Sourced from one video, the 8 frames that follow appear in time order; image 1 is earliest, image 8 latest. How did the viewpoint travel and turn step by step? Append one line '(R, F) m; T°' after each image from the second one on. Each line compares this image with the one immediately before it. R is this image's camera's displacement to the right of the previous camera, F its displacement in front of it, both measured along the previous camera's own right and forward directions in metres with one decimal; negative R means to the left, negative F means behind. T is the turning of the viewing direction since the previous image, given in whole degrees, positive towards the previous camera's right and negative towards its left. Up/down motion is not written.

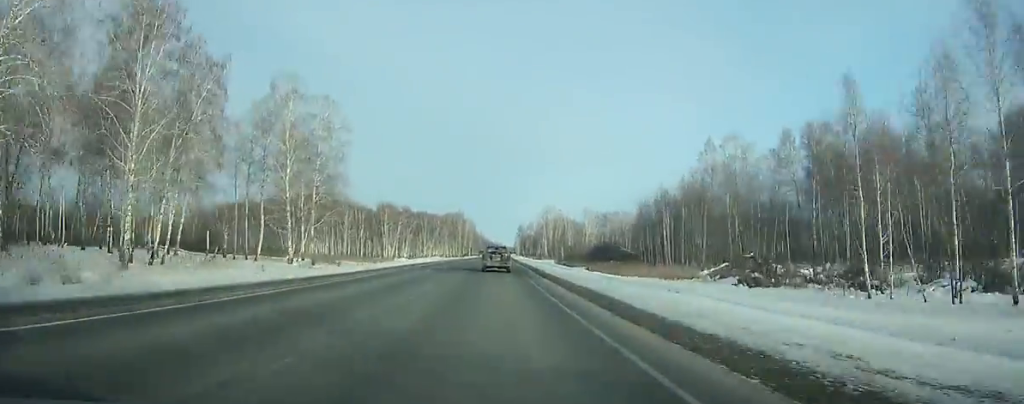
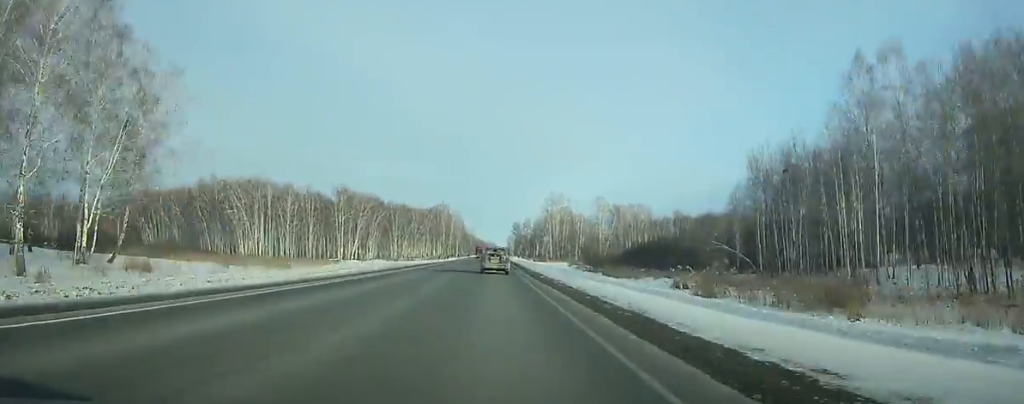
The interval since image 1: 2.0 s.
(+0.3, +52.2) m; 0°
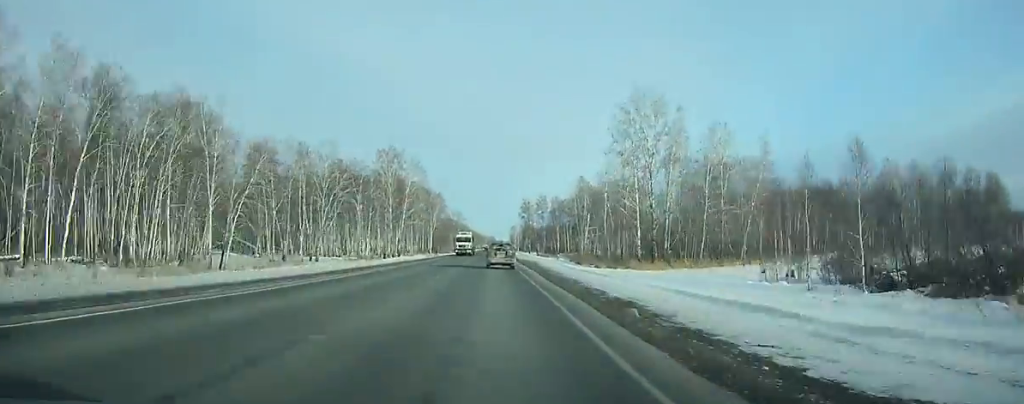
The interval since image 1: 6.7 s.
(+0.5, +121.2) m; 0°
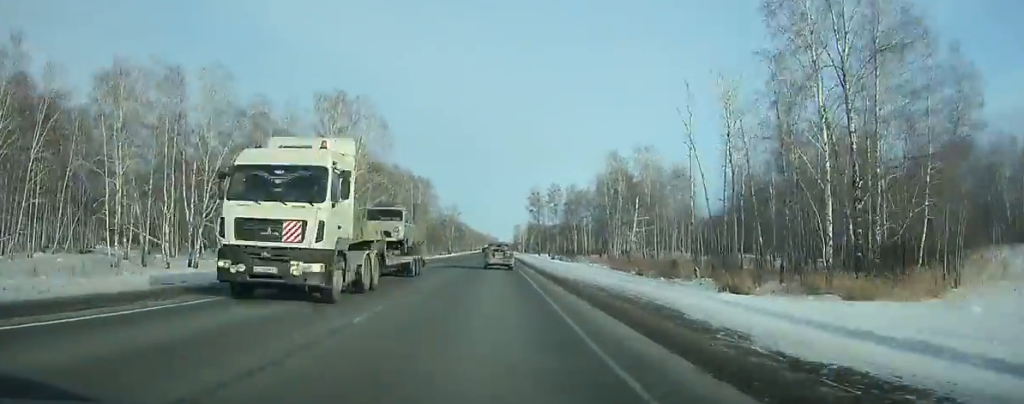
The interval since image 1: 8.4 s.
(0.0, +43.0) m; 0°
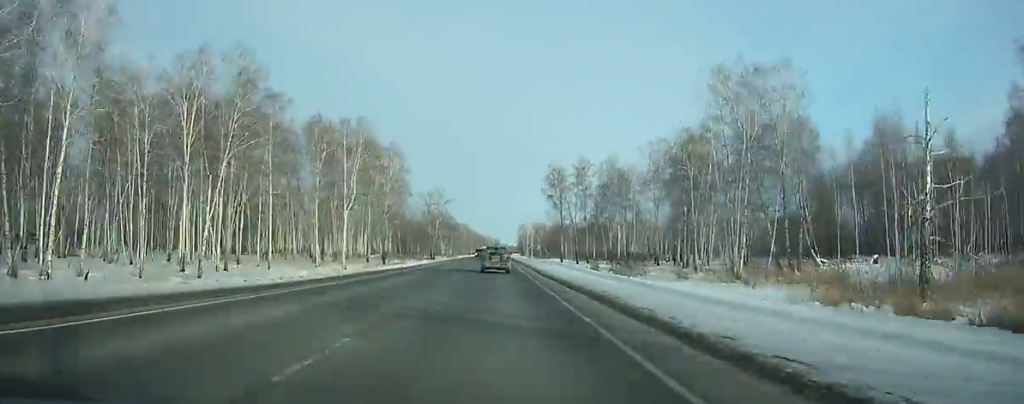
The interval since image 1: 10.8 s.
(-0.2, +59.4) m; +1°
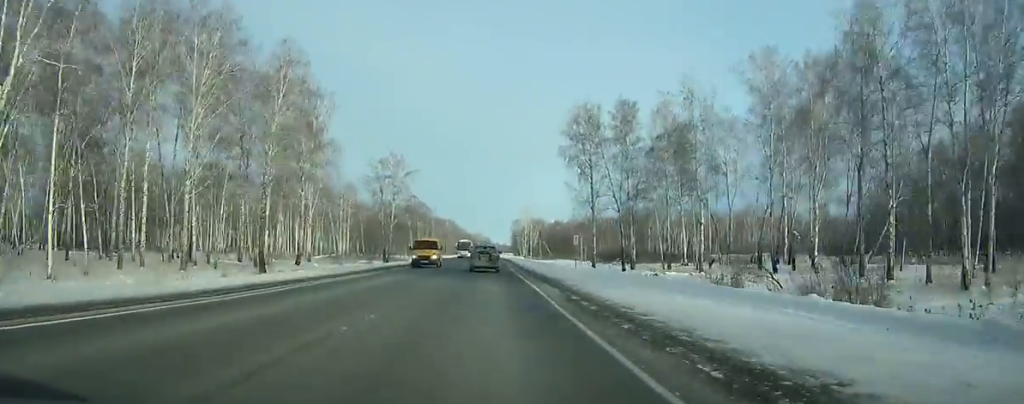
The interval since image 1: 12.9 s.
(+0.9, +51.7) m; 0°
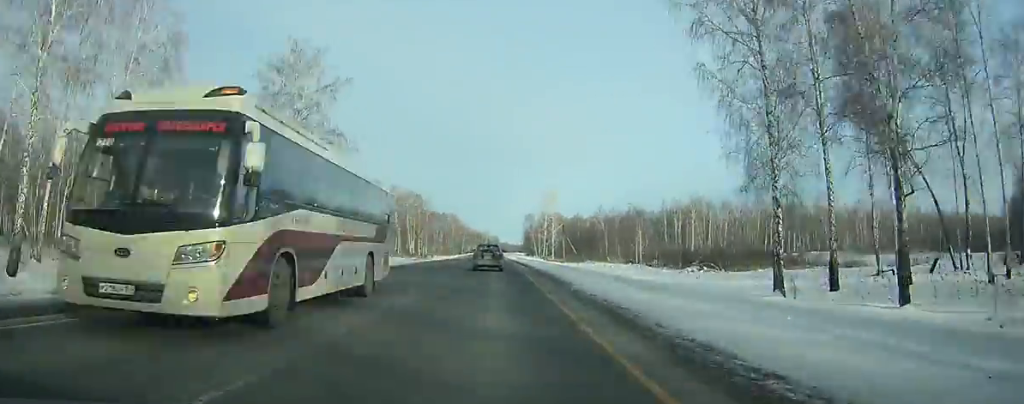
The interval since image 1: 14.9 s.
(+1.6, +50.5) m; -1°
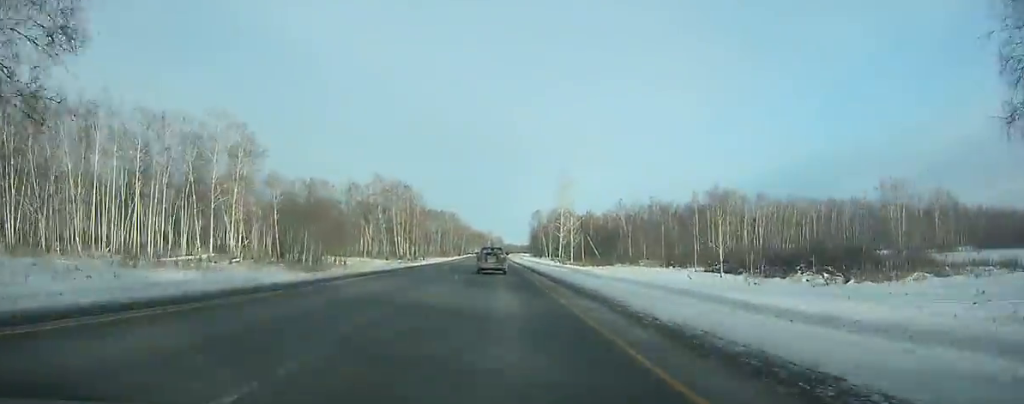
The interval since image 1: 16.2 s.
(-2.1, +37.5) m; -1°
